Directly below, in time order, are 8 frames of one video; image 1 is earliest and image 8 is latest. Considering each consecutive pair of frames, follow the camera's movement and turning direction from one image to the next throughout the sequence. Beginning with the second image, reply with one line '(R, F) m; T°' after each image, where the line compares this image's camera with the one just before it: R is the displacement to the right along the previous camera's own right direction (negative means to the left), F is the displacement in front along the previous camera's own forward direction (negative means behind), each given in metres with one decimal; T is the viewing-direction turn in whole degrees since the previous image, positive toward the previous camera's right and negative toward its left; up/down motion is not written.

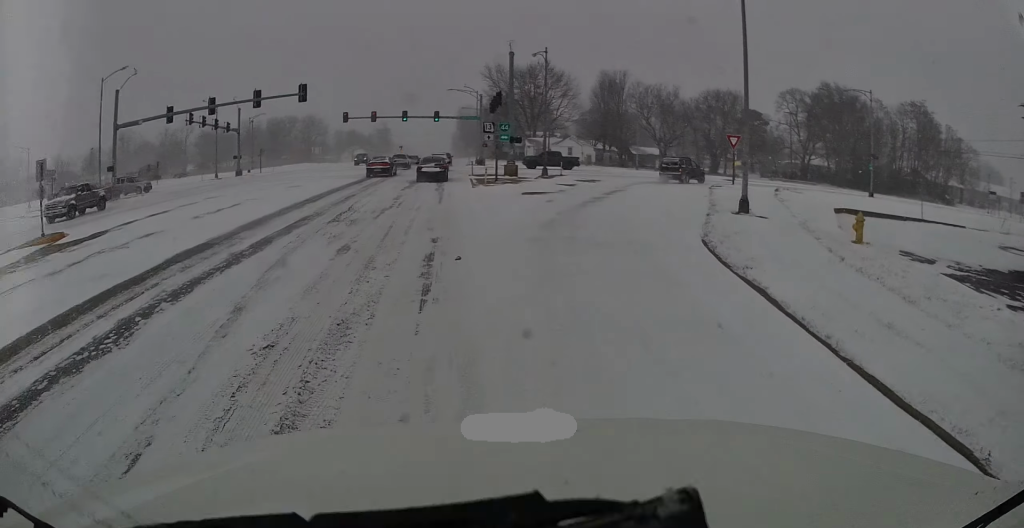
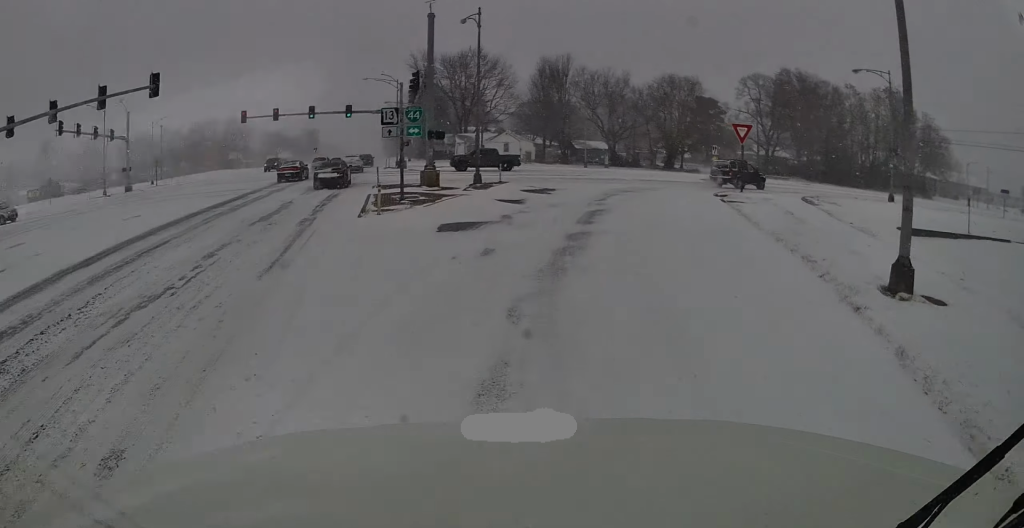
(+0.3, +11.7) m; +9°
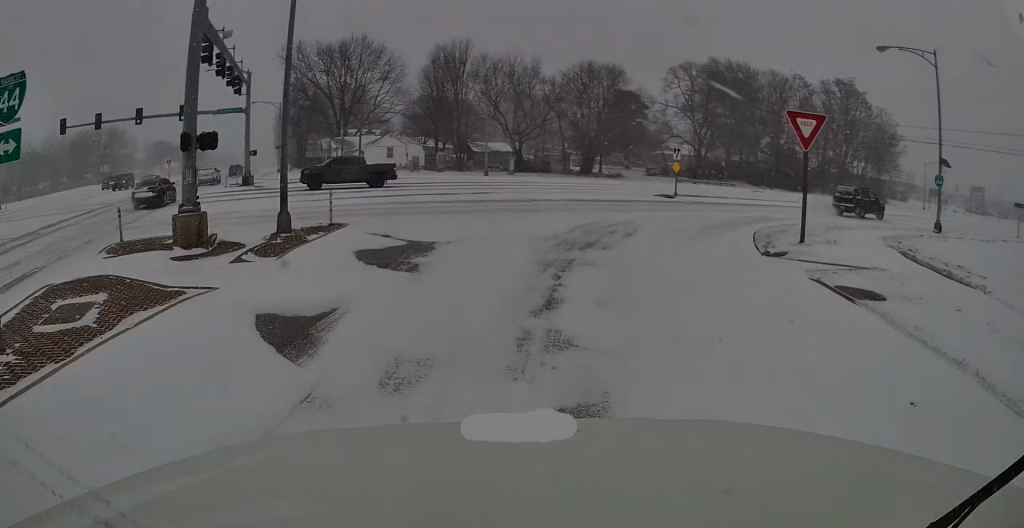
(+2.2, +14.3) m; +8°
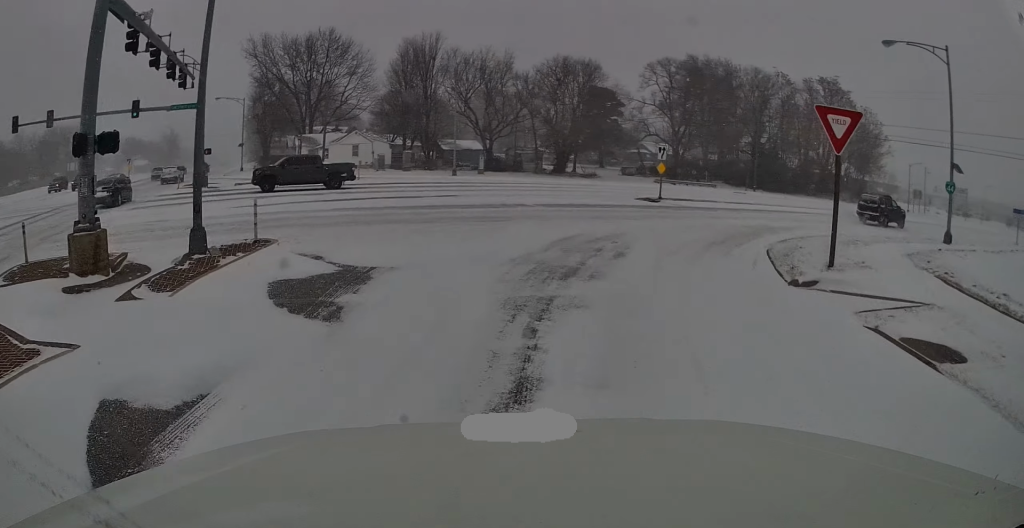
(-0.3, +3.0) m; +4°
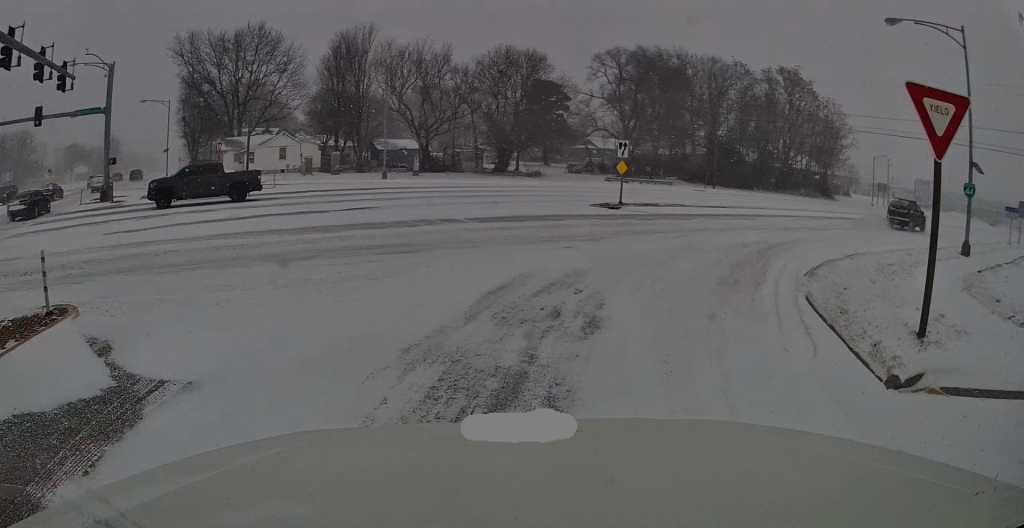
(+0.2, +5.2) m; +8°
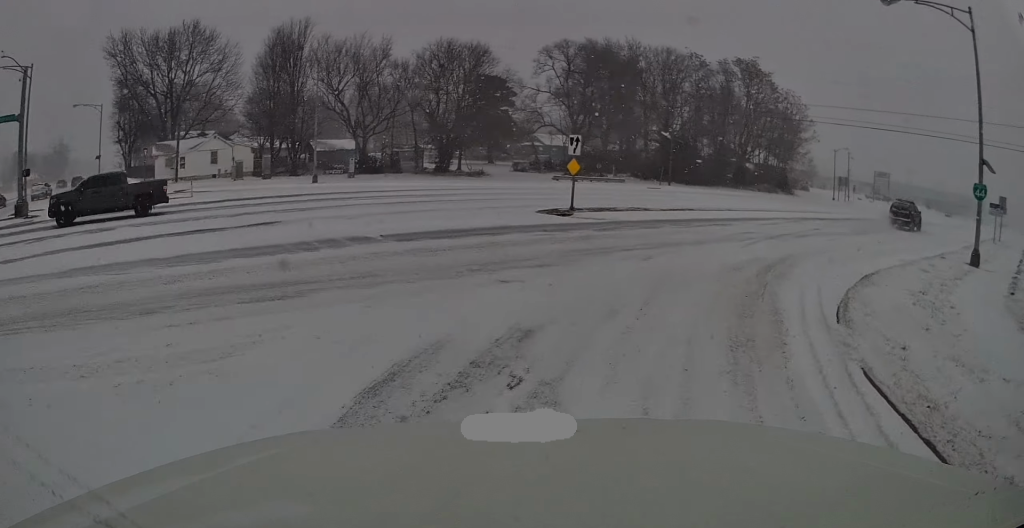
(+0.6, +3.8) m; +7°
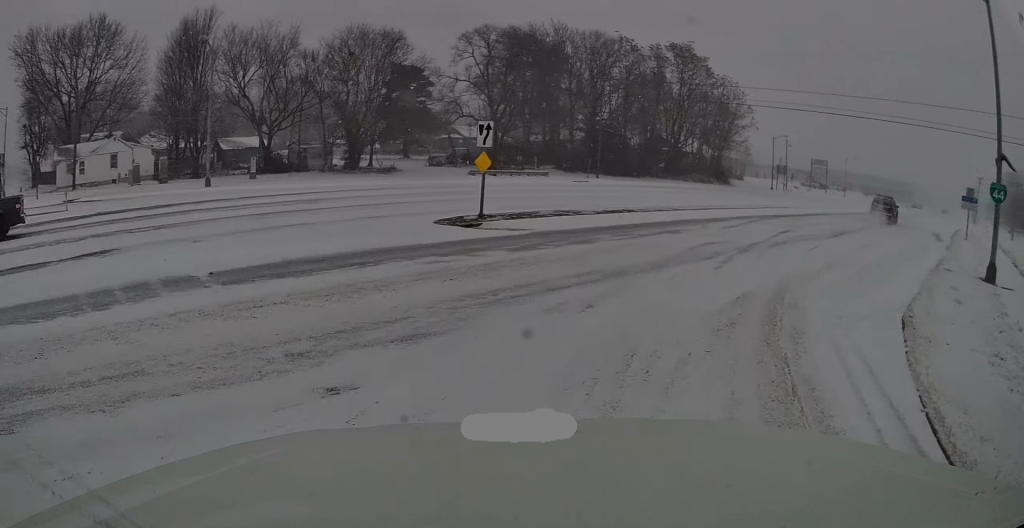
(0.0, +4.8) m; +3°
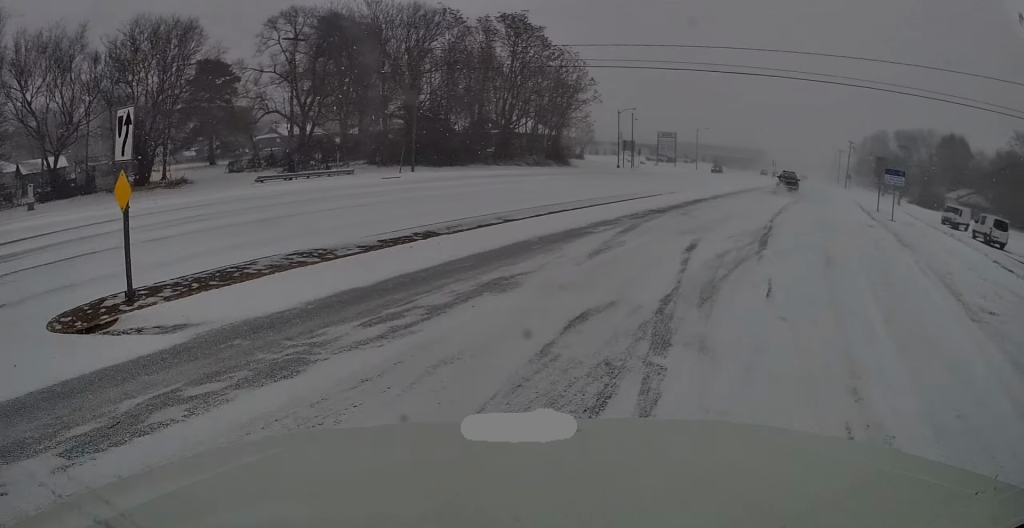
(+0.6, +9.1) m; +16°
